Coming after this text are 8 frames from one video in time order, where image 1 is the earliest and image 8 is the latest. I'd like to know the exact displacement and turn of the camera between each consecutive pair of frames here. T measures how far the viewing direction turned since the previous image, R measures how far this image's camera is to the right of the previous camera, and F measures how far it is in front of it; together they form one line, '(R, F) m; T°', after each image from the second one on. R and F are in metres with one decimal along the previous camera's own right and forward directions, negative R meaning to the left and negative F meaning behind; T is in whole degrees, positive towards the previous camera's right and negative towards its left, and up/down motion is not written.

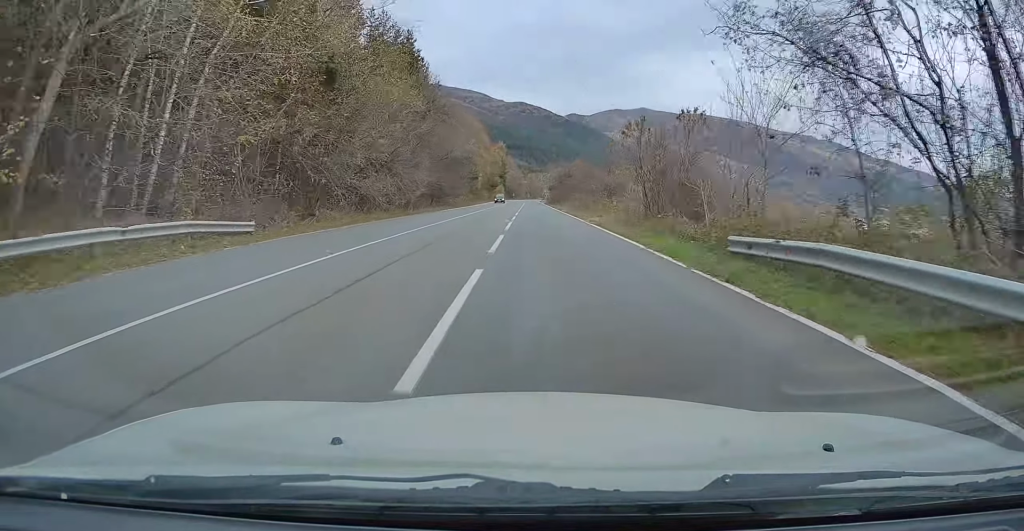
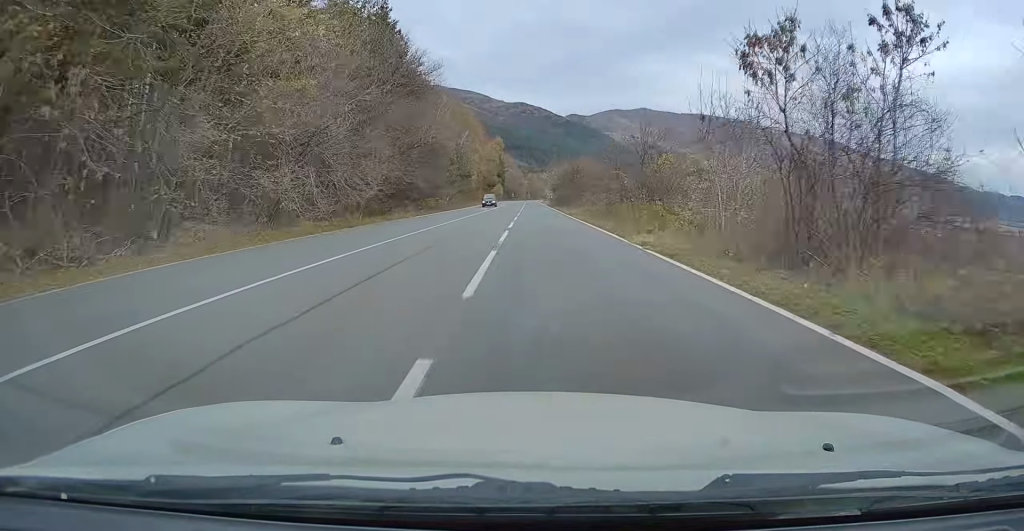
(0.0, +14.8) m; 0°
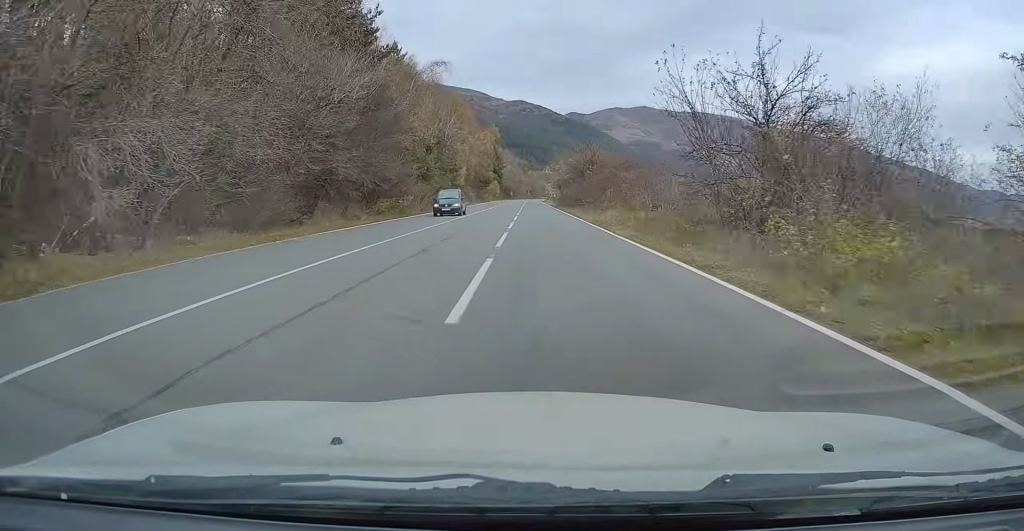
(+0.1, +19.5) m; 0°
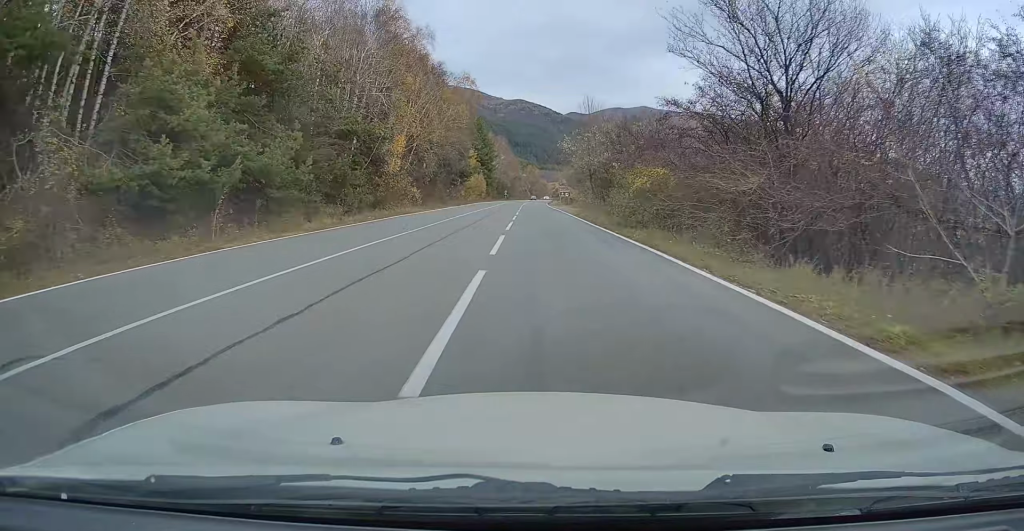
(+0.2, +47.6) m; 0°
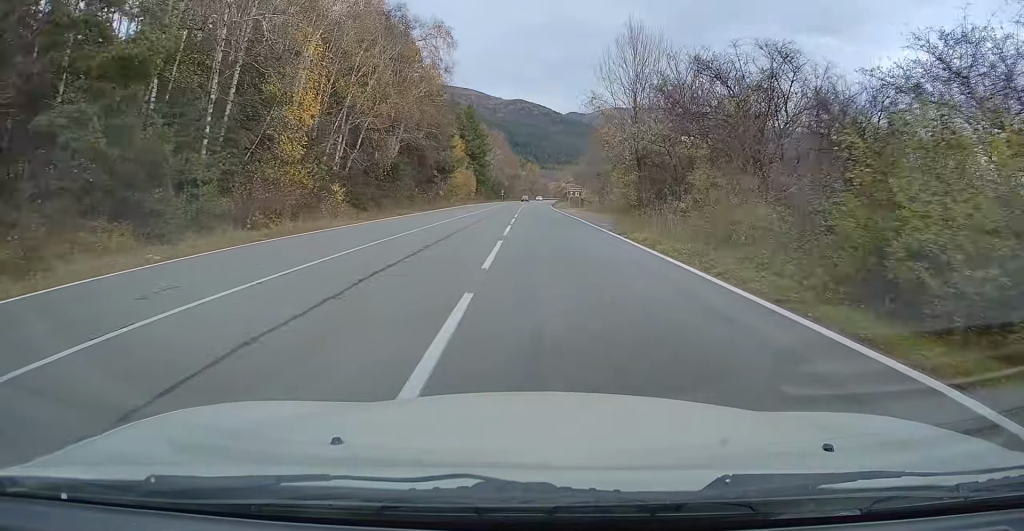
(-0.1, +20.5) m; 0°
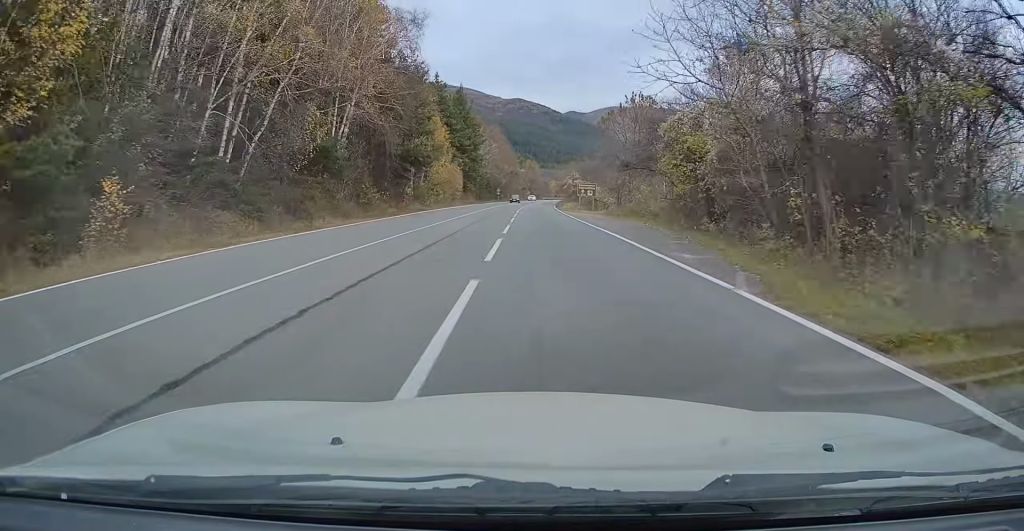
(-0.1, +16.8) m; 0°
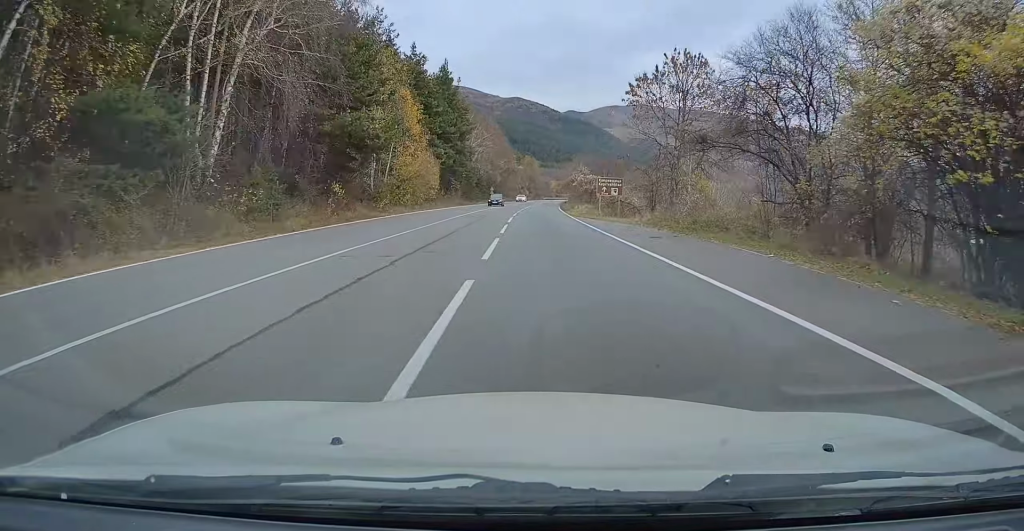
(+0.1, +17.8) m; 0°
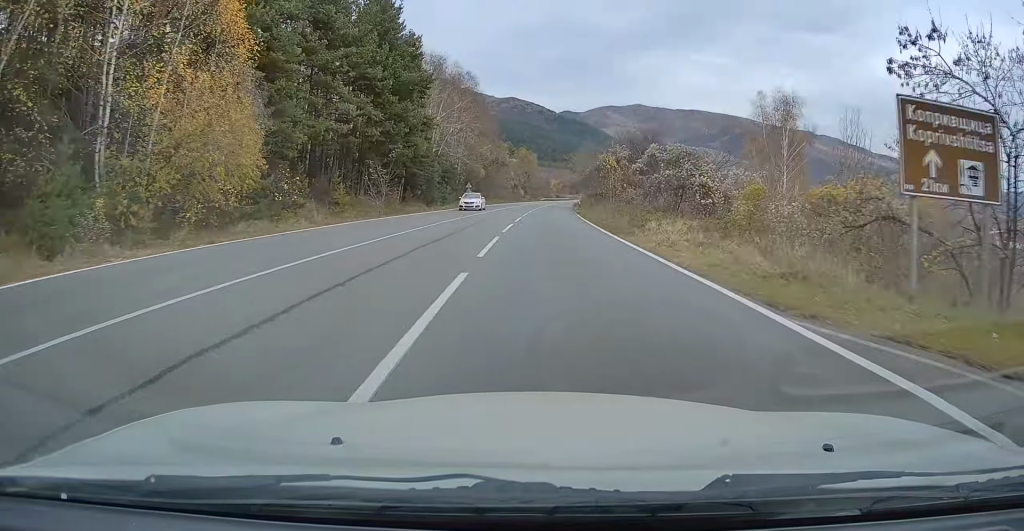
(+0.1, +35.7) m; +1°
